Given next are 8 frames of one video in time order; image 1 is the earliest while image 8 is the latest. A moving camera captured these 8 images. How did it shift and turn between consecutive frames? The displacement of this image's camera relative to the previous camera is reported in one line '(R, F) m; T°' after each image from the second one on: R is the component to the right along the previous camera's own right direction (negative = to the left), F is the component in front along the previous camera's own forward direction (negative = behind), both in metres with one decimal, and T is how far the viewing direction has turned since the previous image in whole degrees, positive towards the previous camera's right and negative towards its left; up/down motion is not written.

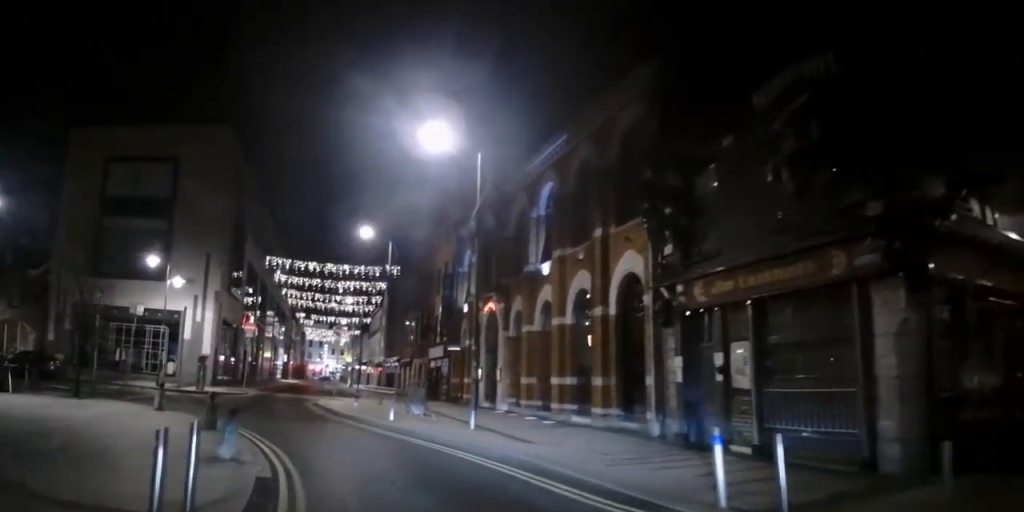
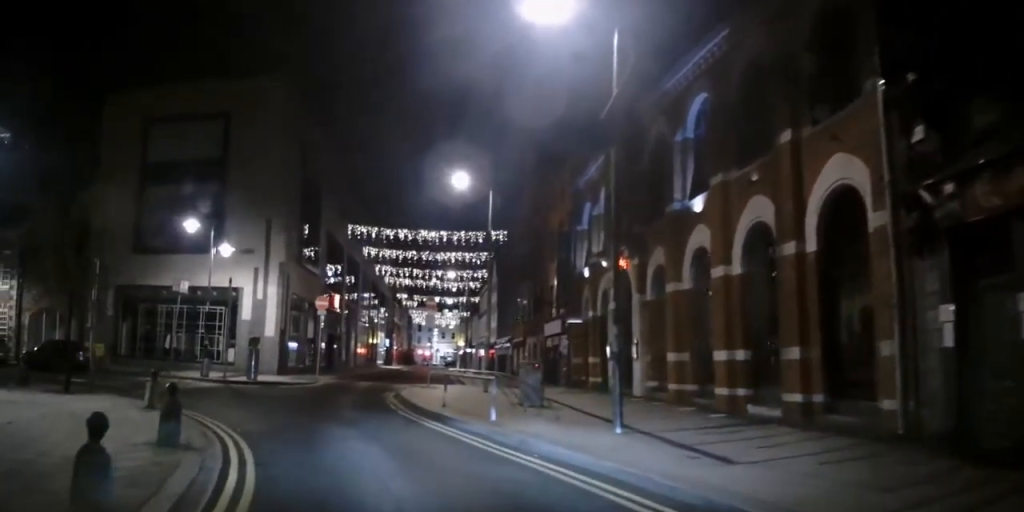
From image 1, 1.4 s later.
(-0.9, +5.9) m; -17°
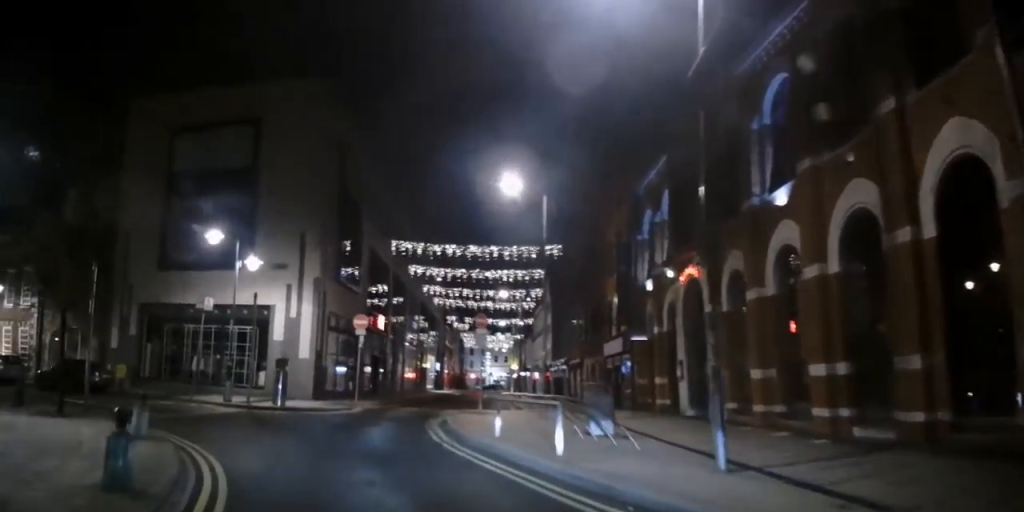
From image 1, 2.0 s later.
(-0.1, +2.3) m; -5°
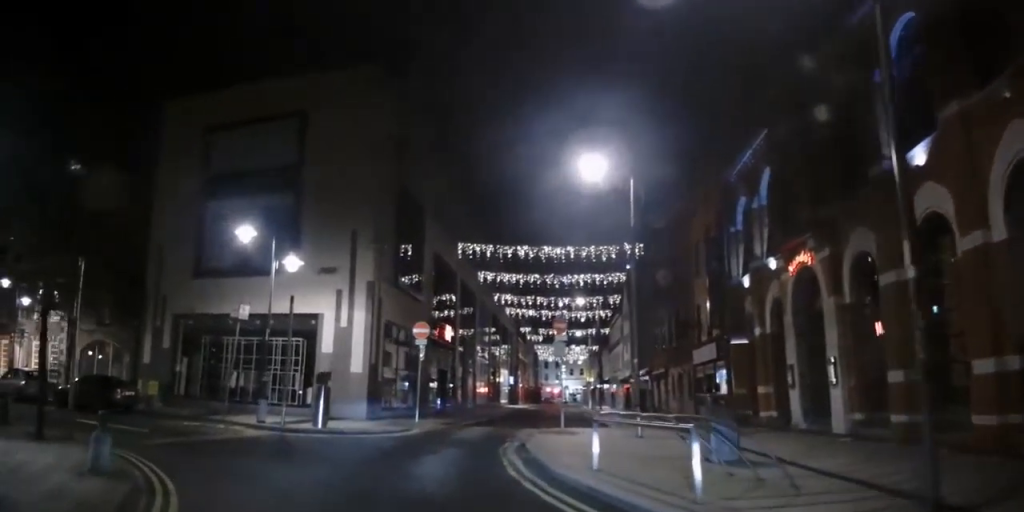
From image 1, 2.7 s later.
(-0.2, +3.1) m; -3°
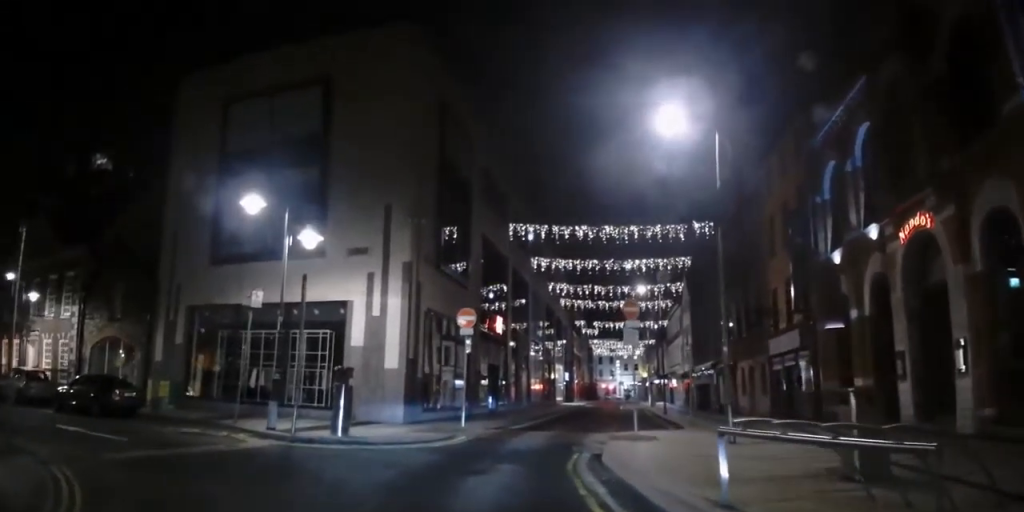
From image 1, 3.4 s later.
(0.0, +3.2) m; -3°
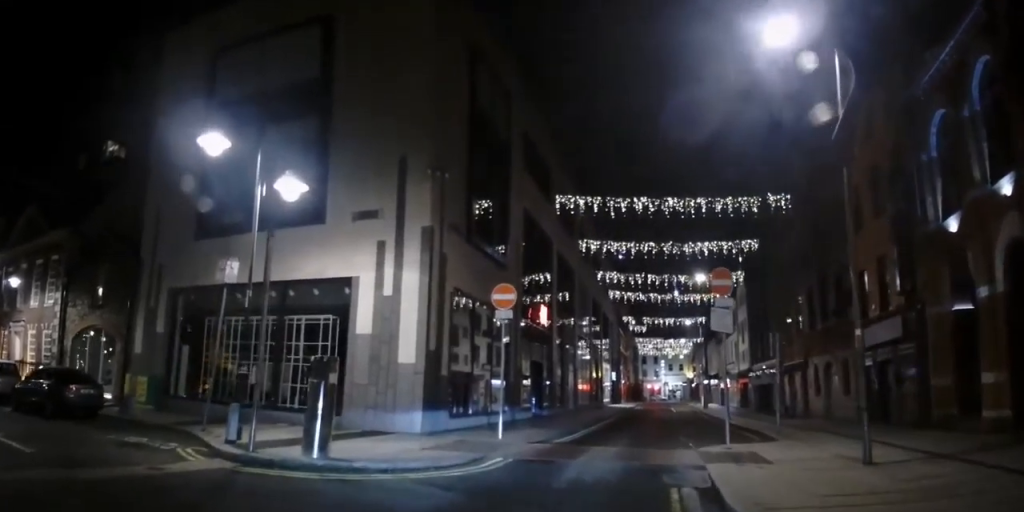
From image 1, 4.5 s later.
(-0.2, +4.4) m; -4°
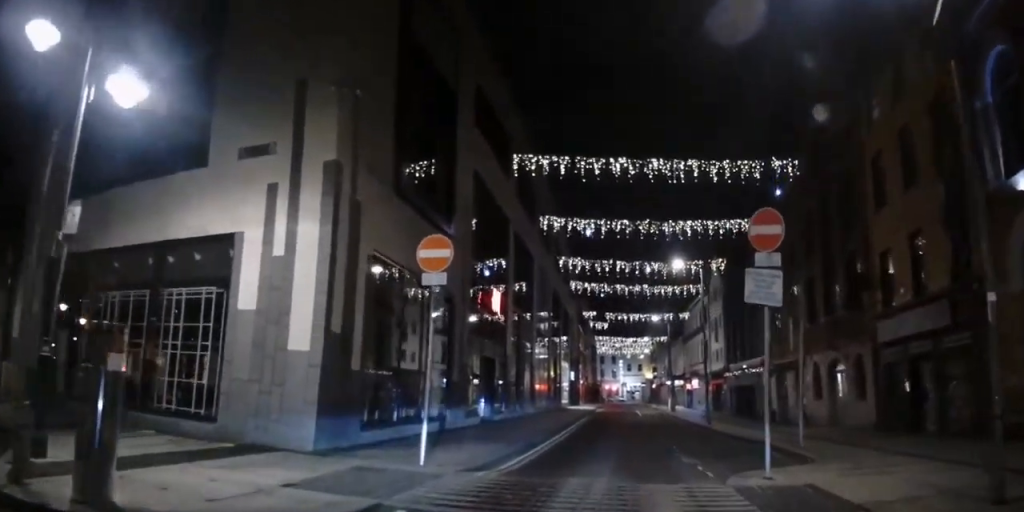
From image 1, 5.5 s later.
(-0.1, +4.6) m; +3°
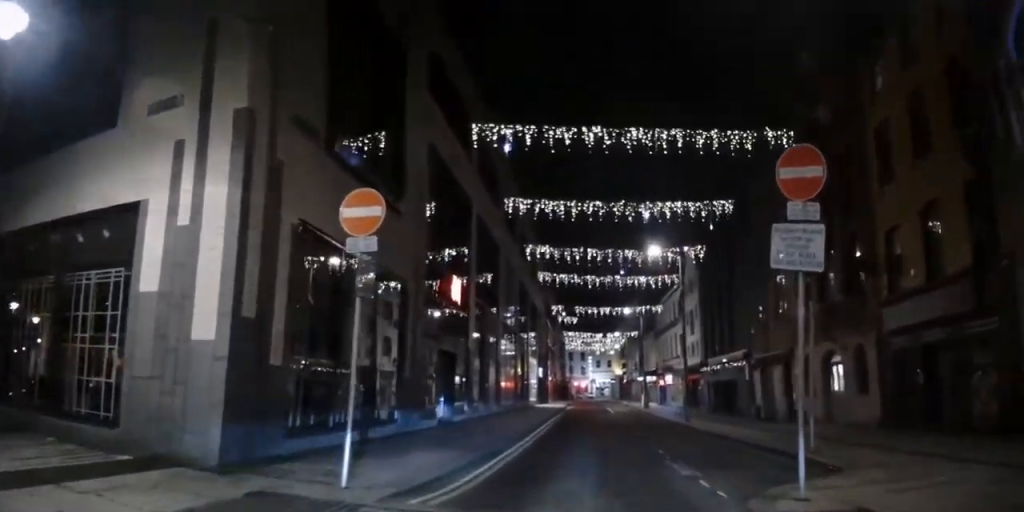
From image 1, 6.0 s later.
(0.0, +2.3) m; +3°
